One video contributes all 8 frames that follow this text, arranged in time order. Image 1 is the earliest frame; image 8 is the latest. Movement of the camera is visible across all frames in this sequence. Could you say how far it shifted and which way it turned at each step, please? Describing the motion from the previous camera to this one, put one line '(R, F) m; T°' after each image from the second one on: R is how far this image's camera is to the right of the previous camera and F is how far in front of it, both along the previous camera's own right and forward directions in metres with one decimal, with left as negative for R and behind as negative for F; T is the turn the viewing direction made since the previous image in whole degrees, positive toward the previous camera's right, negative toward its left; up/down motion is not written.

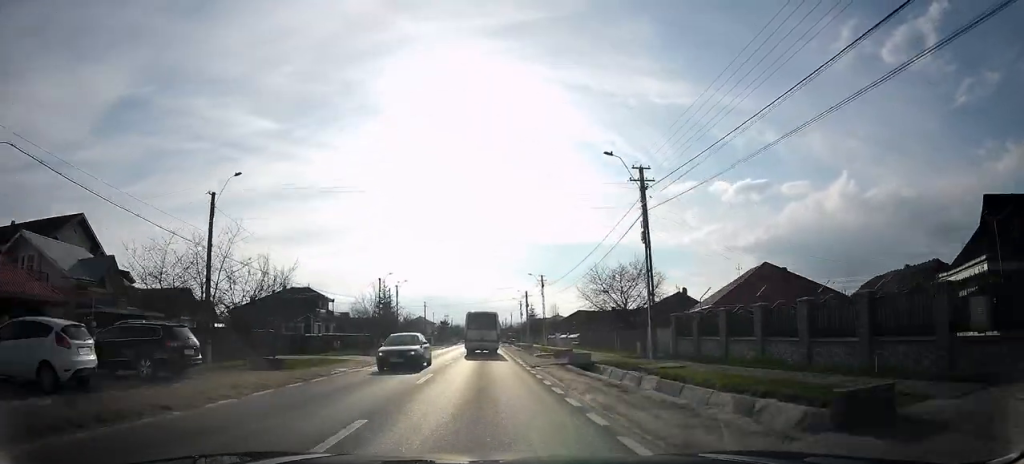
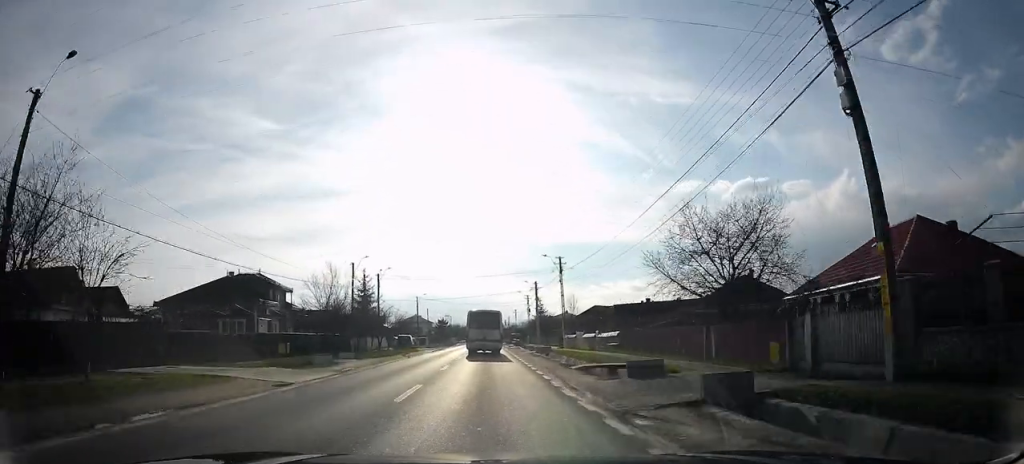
(-0.1, +13.2) m; 0°
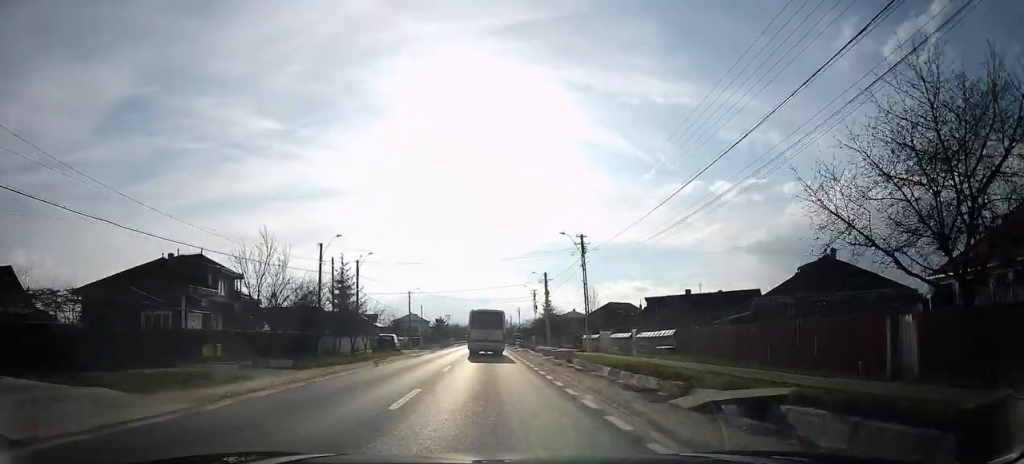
(0.0, +10.0) m; 0°
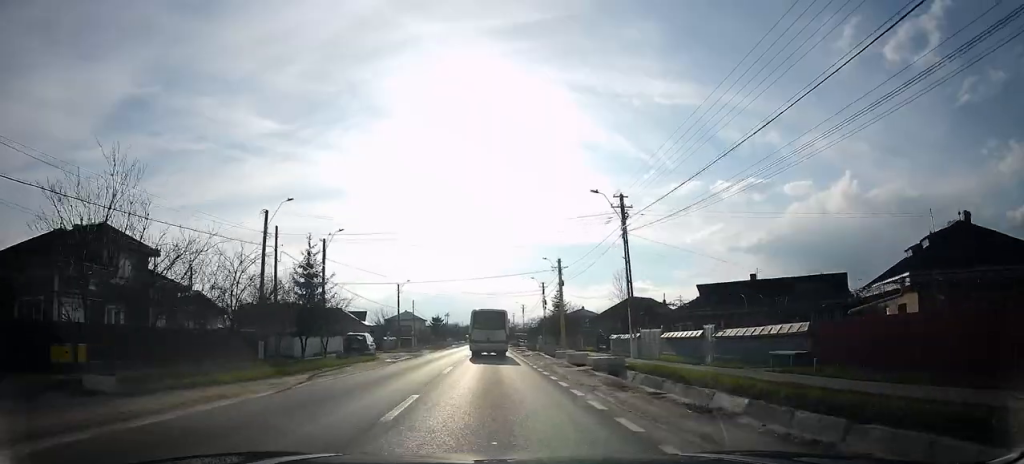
(0.0, +10.5) m; 0°
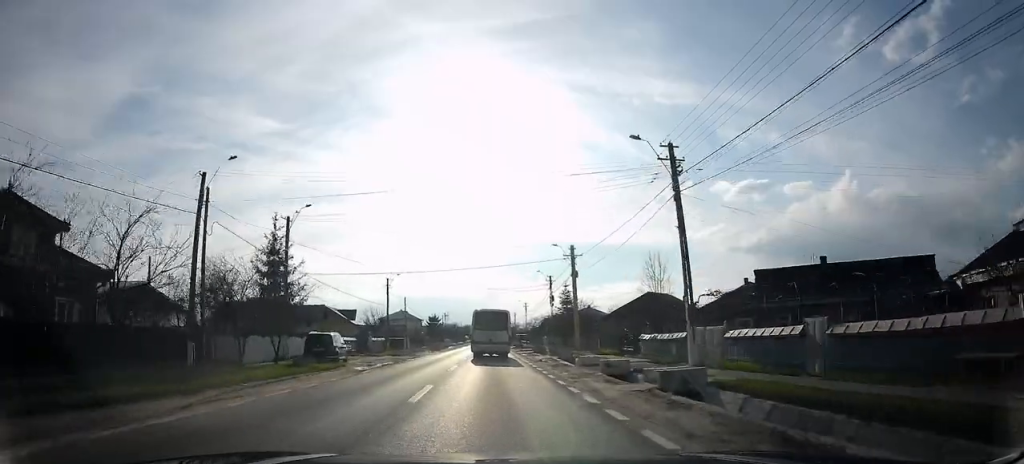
(0.0, +7.3) m; 0°
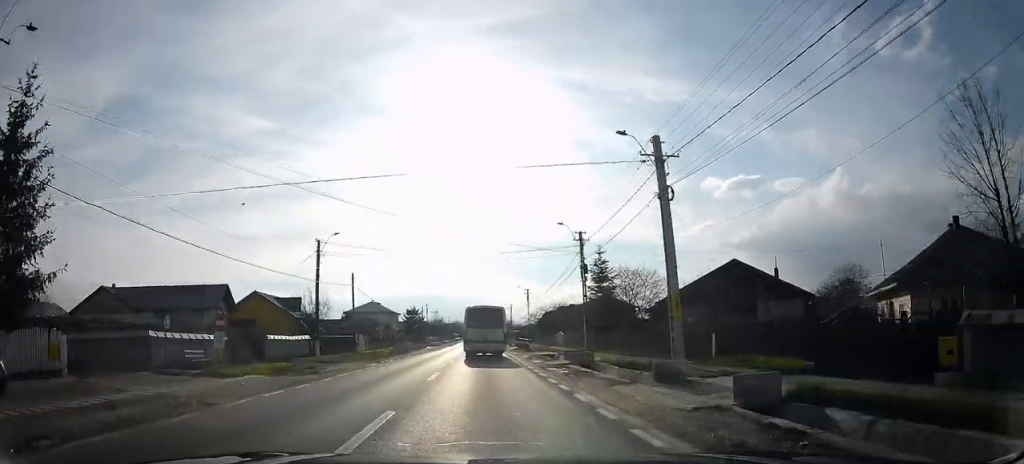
(0.0, +22.4) m; 0°
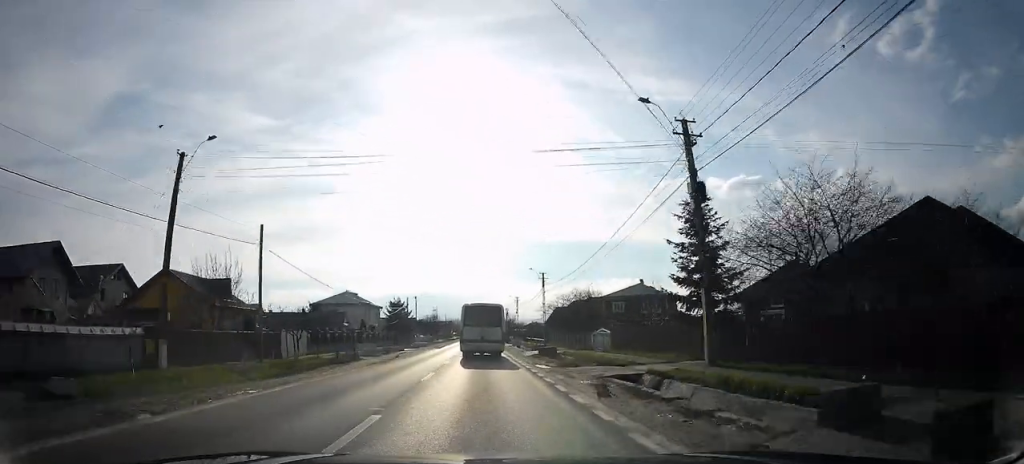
(+0.2, +18.6) m; +2°
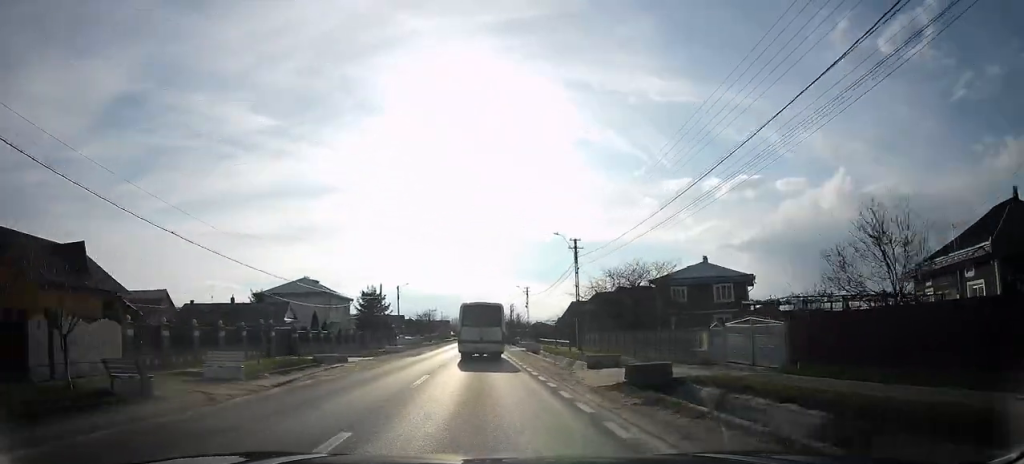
(+0.6, +19.4) m; 0°
